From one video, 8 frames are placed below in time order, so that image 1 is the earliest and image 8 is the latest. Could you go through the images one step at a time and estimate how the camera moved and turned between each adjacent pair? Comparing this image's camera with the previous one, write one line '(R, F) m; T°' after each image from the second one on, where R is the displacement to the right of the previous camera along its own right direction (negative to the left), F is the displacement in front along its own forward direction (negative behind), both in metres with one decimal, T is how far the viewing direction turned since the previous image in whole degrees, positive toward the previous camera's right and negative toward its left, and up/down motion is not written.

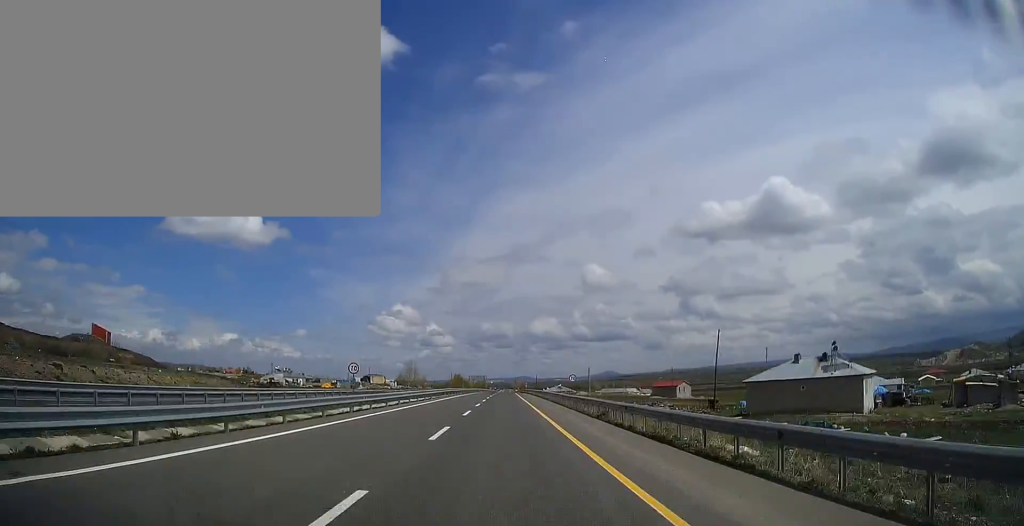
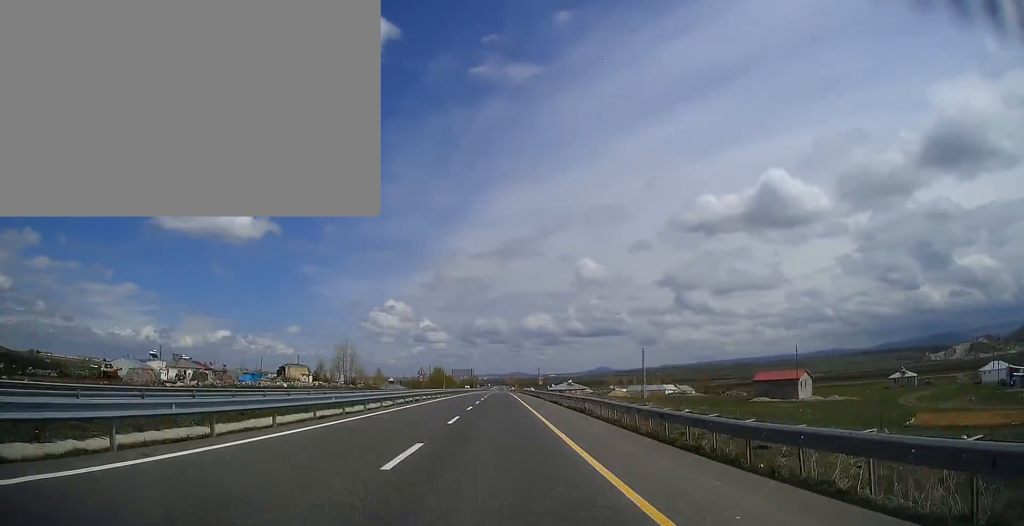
(+0.2, +77.0) m; 0°
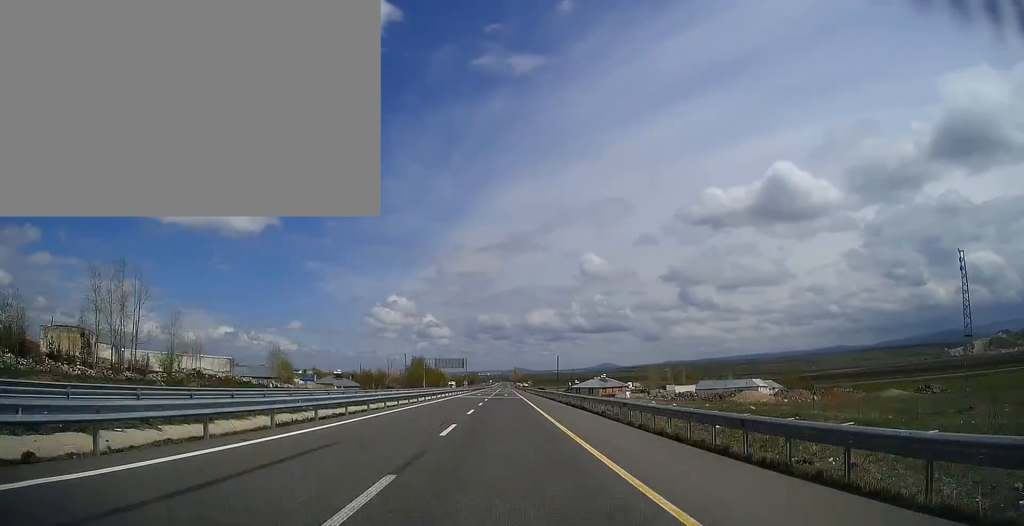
(0.0, +76.1) m; 0°
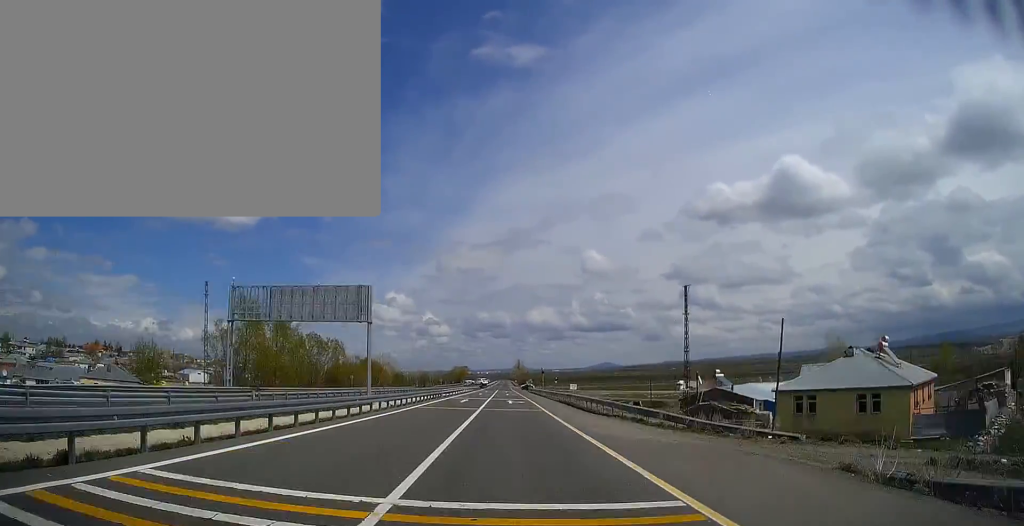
(0.0, +130.8) m; 0°
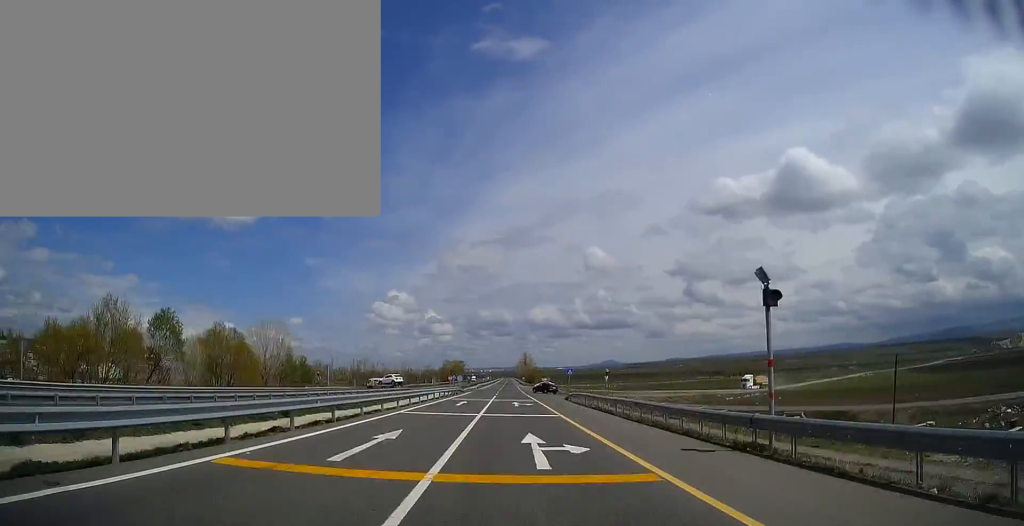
(-0.1, +70.4) m; 0°
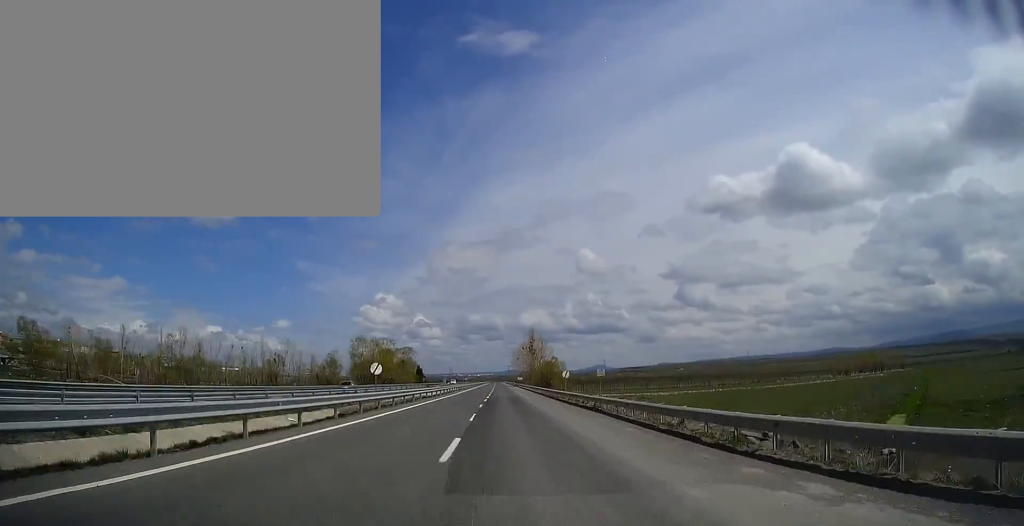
(+0.3, +167.4) m; 0°
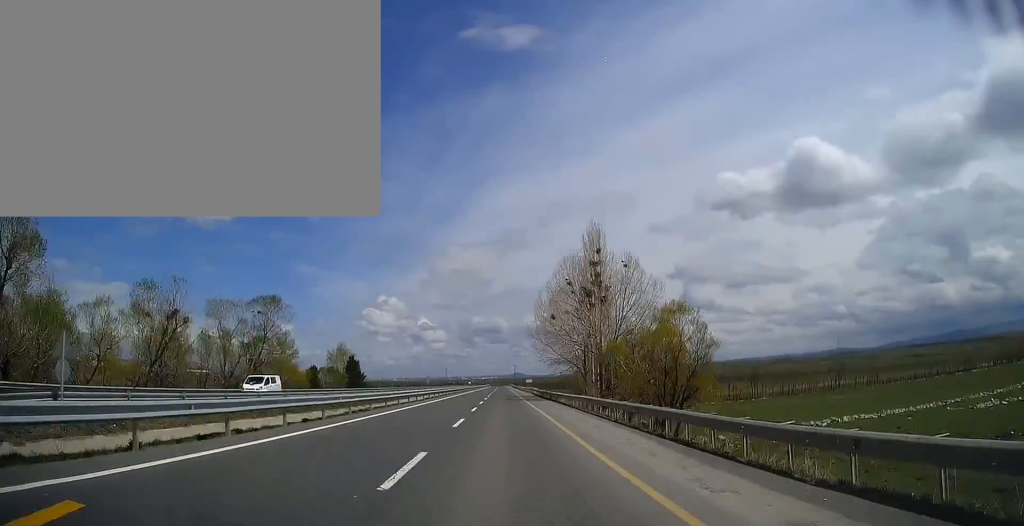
(0.0, +113.0) m; 0°
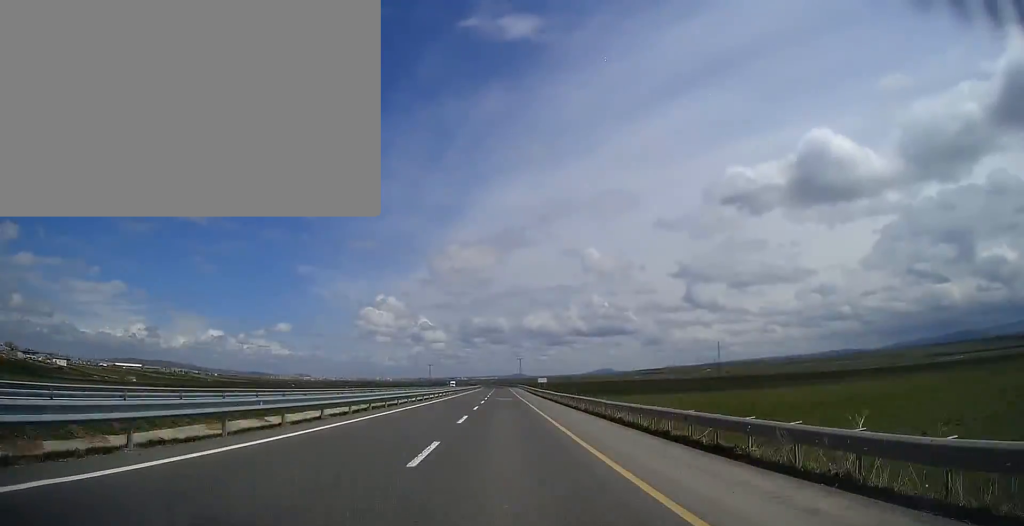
(0.0, +154.7) m; 0°
